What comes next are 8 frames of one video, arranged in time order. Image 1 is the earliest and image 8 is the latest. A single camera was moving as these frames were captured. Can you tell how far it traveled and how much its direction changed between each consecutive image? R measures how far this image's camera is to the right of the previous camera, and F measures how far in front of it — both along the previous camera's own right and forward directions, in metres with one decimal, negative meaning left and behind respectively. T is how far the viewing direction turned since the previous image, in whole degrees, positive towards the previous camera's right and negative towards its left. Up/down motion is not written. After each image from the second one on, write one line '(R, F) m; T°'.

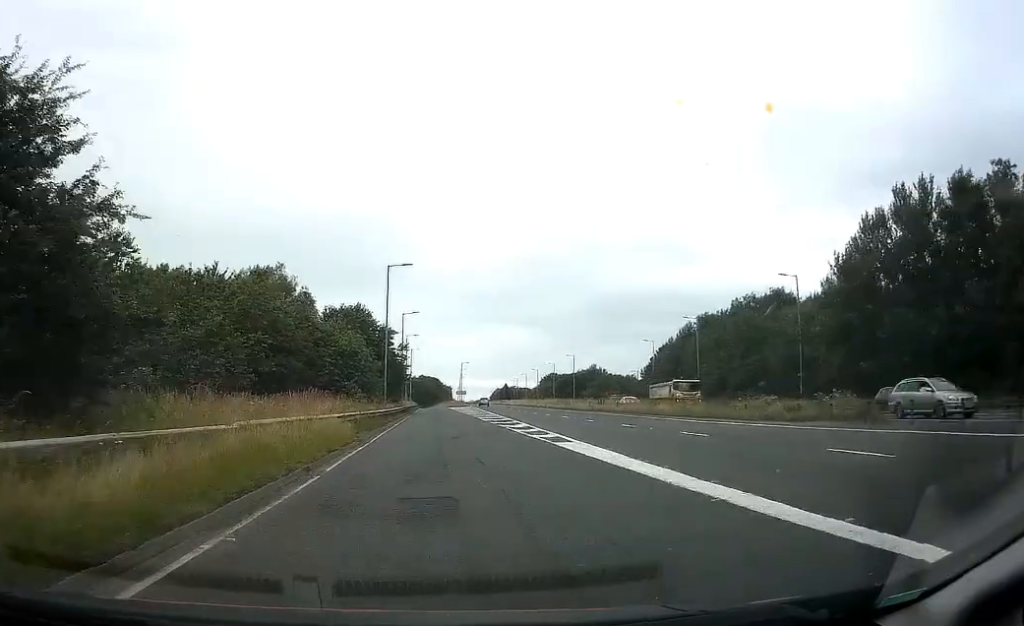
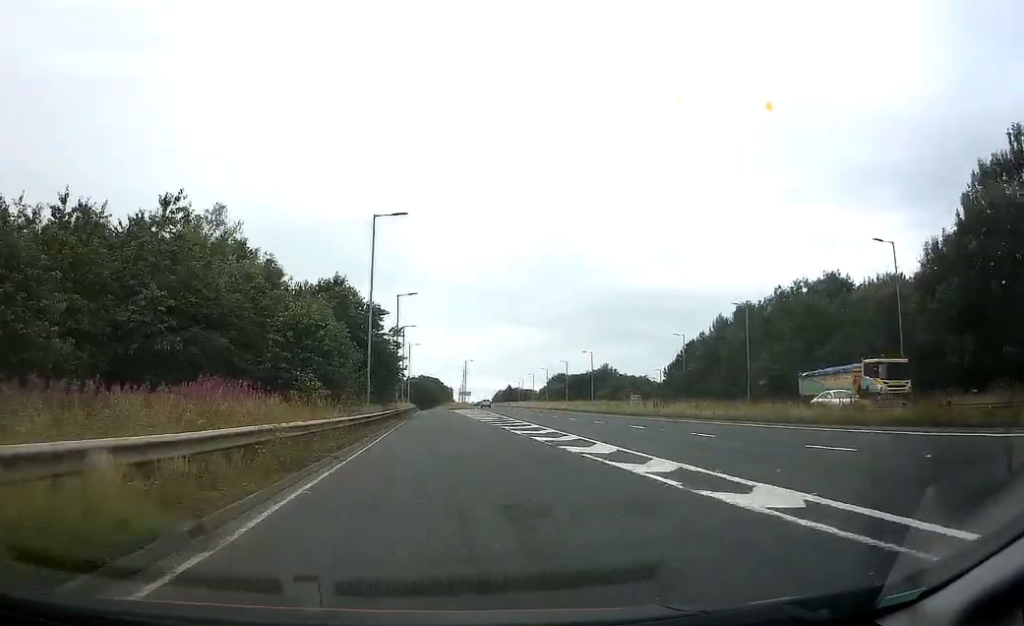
(0.0, +15.6) m; 0°
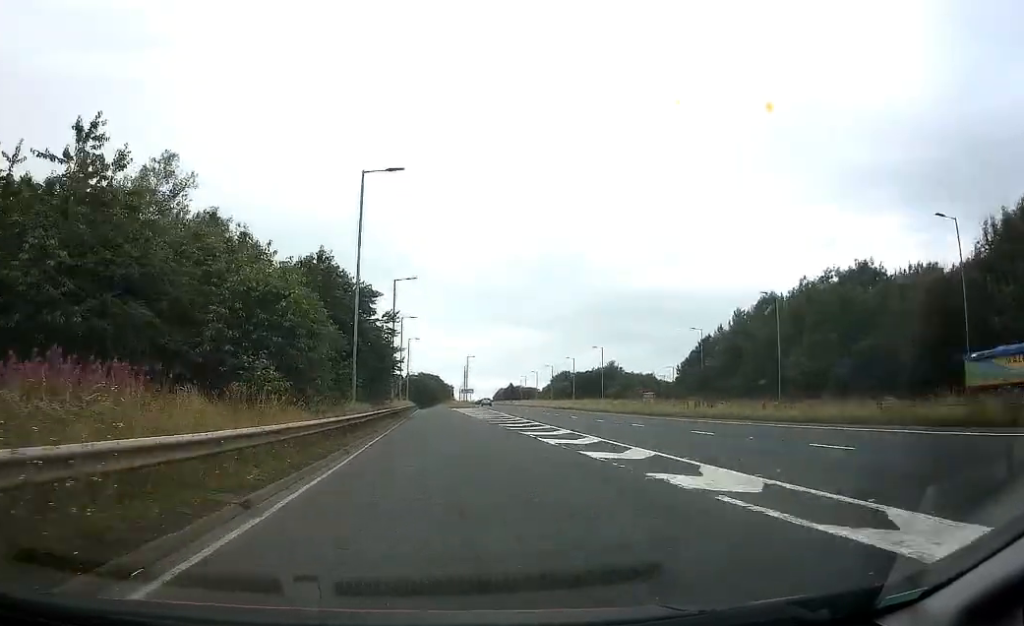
(0.0, +8.7) m; 0°
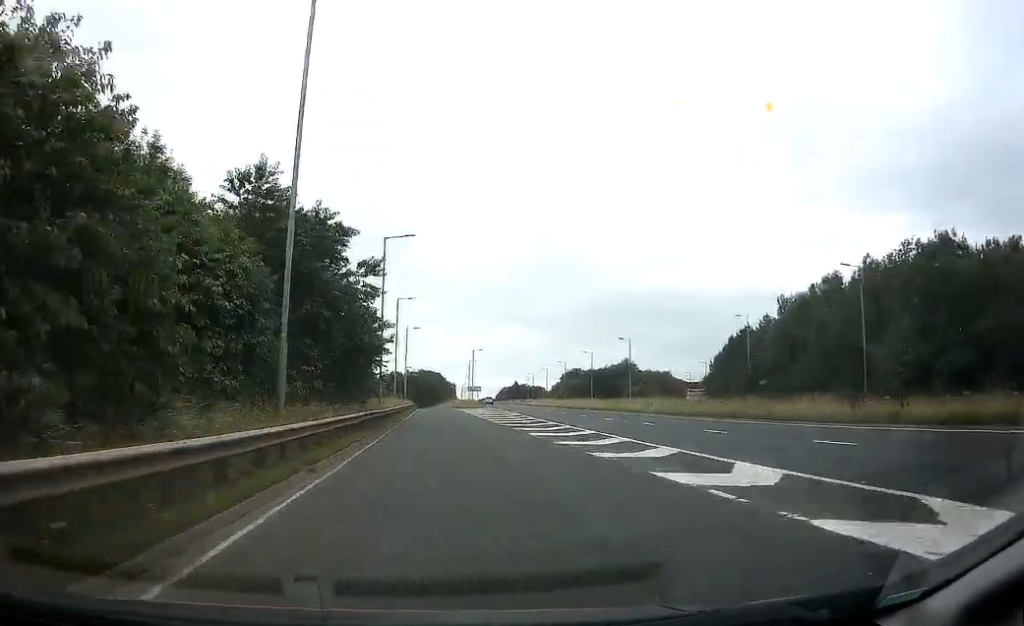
(0.0, +15.0) m; 0°
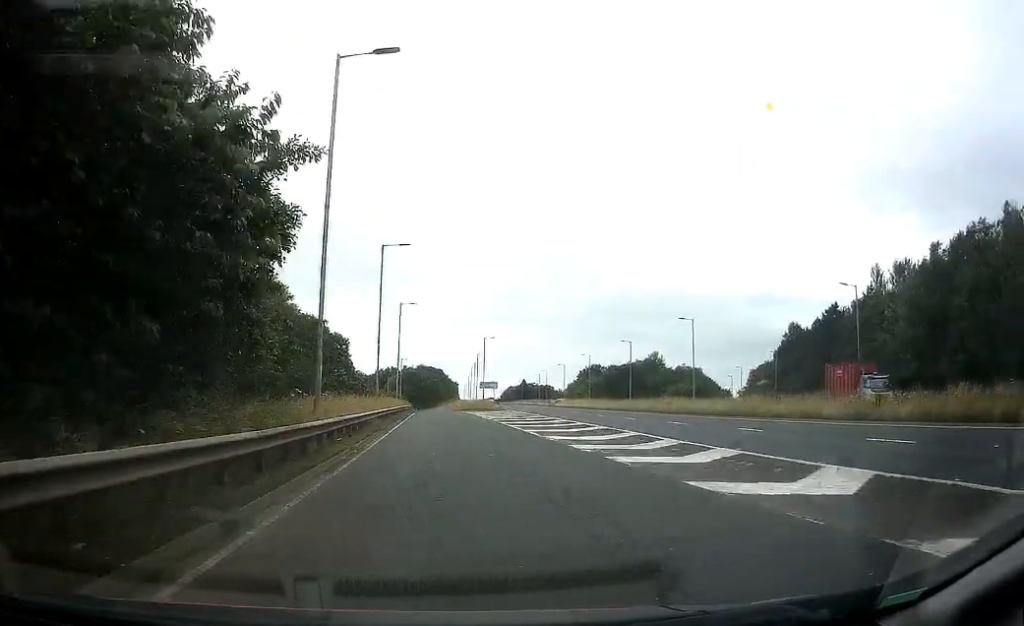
(0.0, +26.4) m; 0°
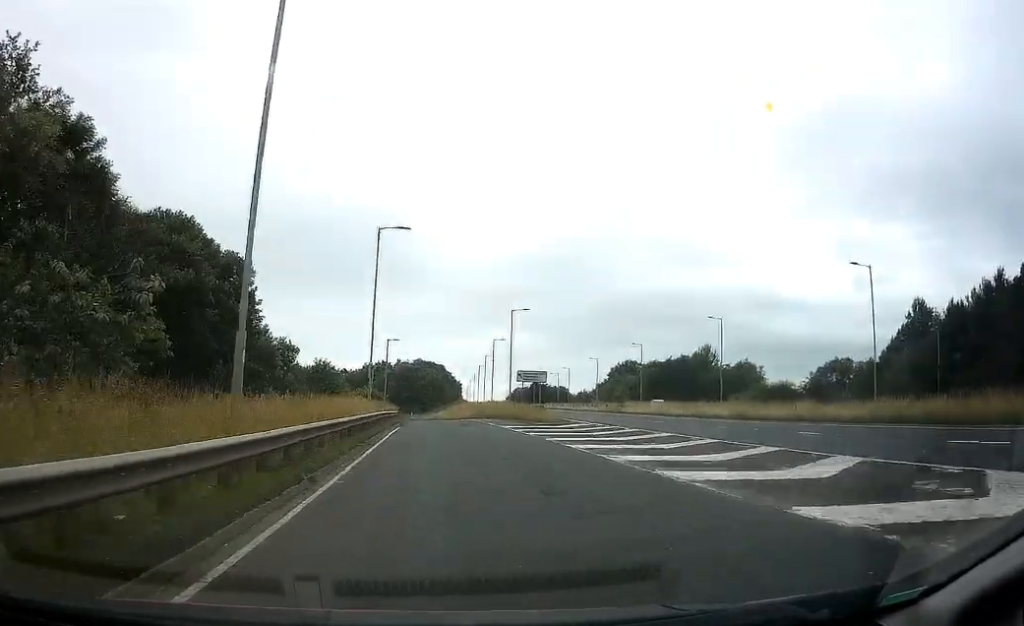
(-0.2, +35.6) m; 0°
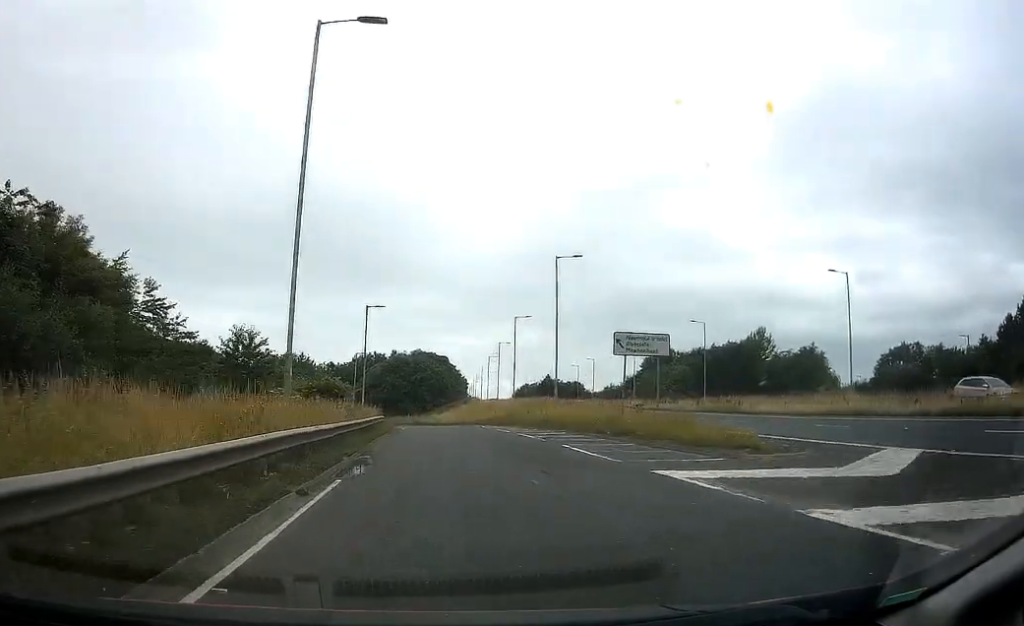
(0.0, +25.0) m; 0°
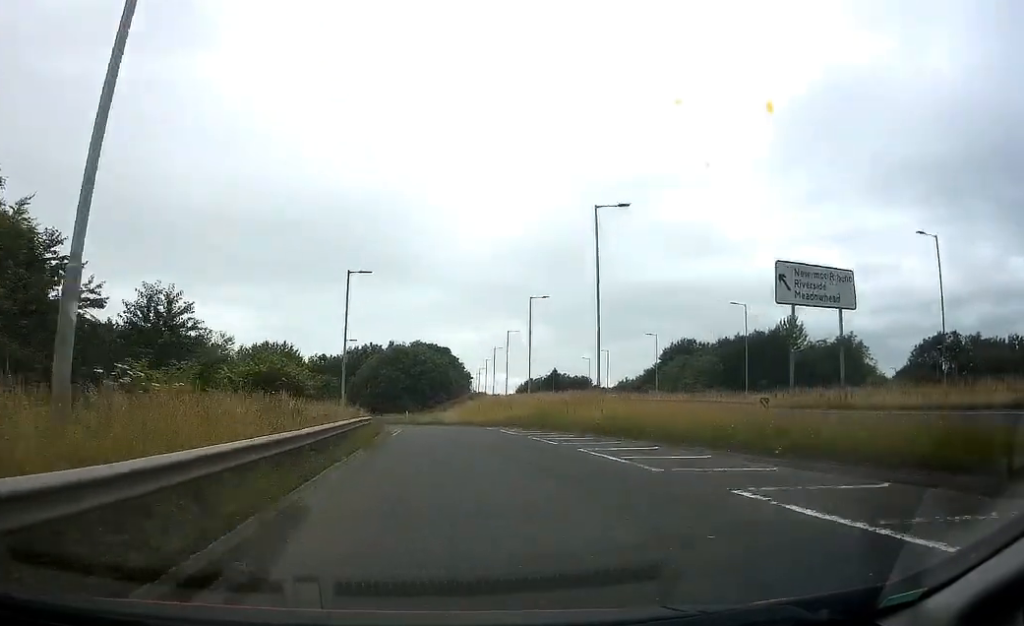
(0.0, +11.6) m; +1°
